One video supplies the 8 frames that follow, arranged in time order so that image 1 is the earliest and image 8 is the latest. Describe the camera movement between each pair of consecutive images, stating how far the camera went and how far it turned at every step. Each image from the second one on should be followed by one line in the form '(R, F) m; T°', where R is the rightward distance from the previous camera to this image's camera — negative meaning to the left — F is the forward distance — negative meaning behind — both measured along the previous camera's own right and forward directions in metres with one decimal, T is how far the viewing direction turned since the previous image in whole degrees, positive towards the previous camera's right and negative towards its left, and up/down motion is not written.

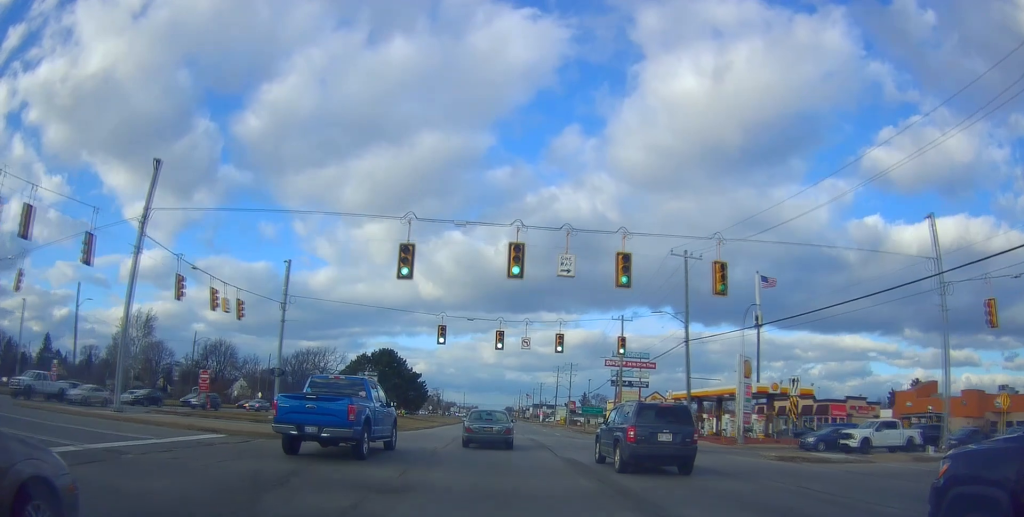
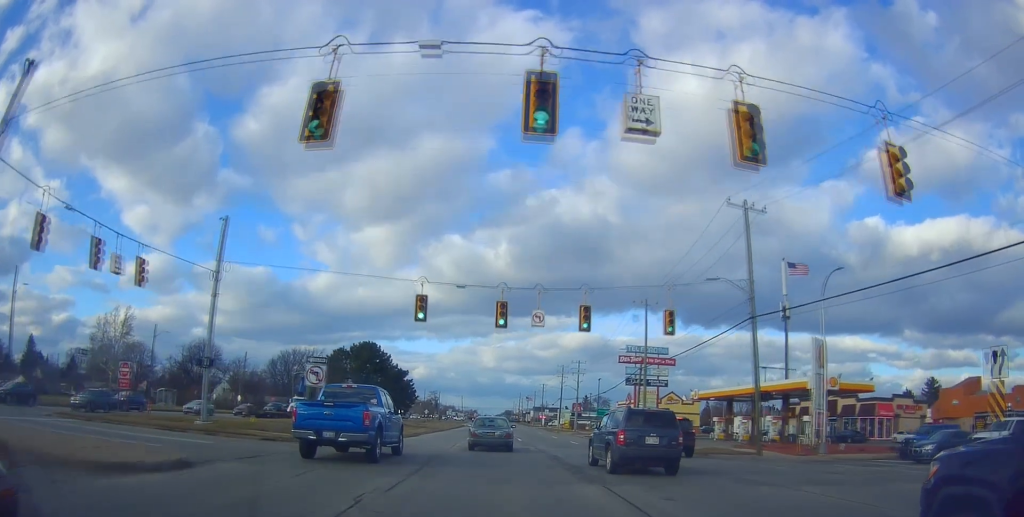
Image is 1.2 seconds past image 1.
(-0.5, +7.6) m; -6°
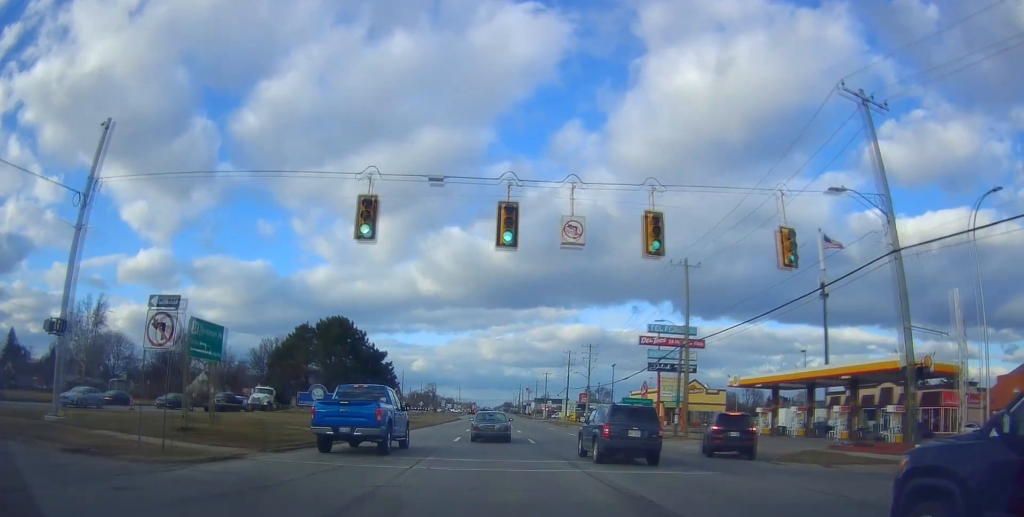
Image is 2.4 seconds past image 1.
(-0.1, +9.6) m; +1°
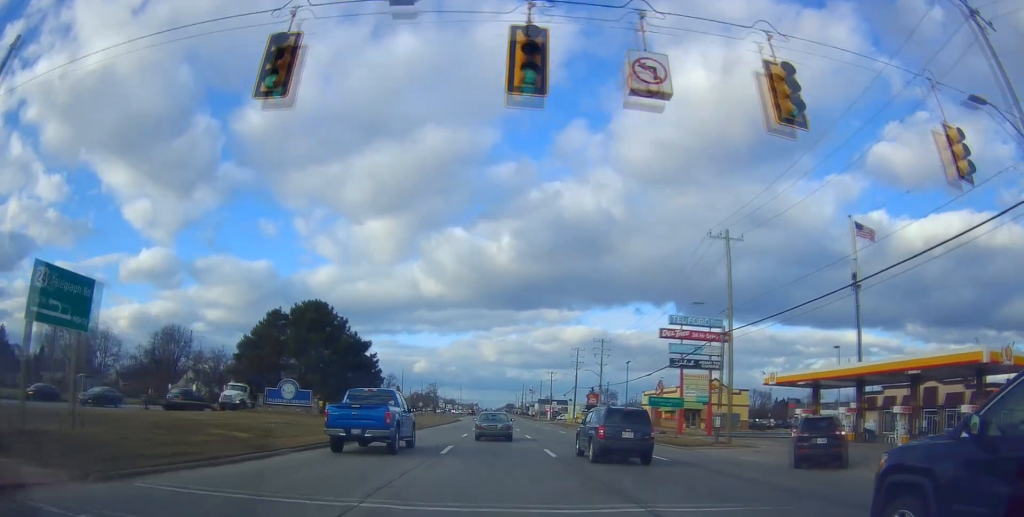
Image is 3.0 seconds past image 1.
(+0.1, +6.6) m; -2°
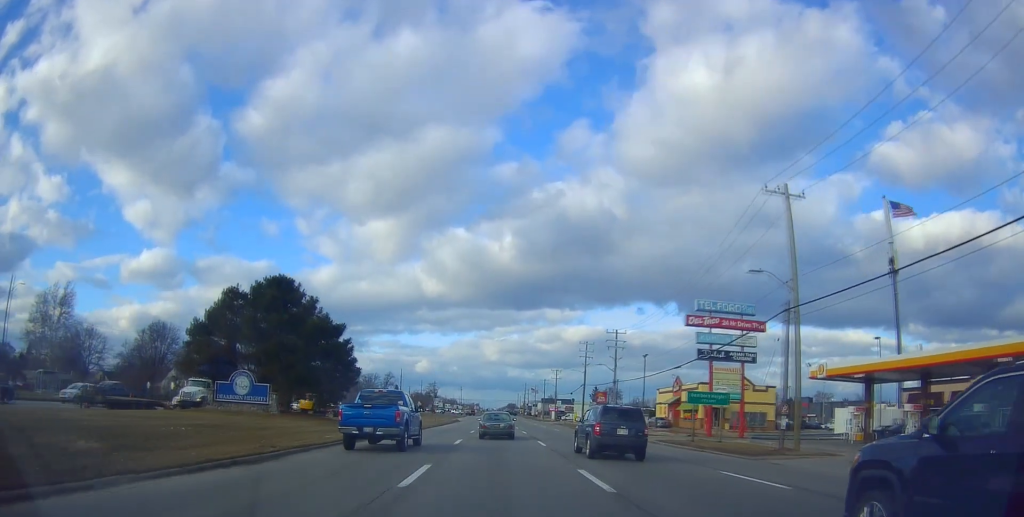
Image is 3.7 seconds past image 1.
(-0.1, +7.1) m; -1°
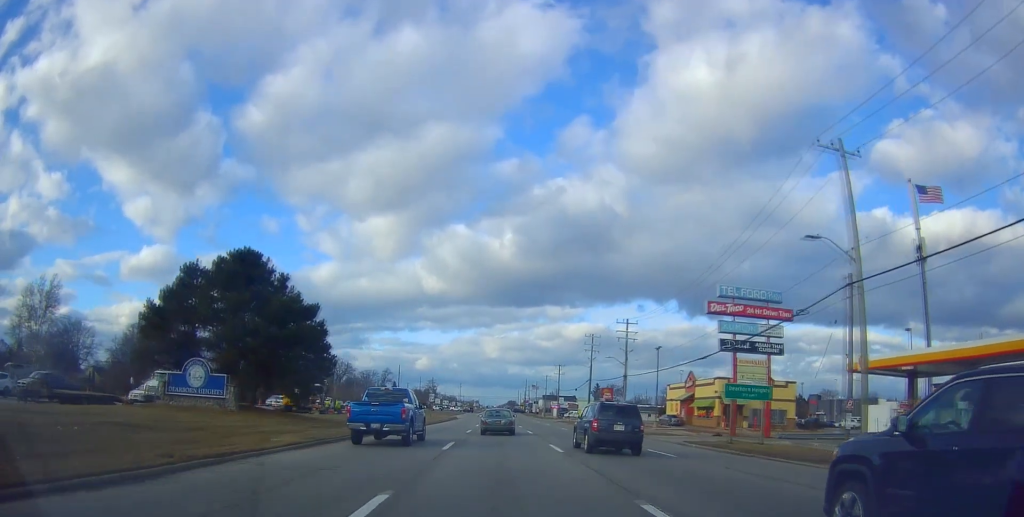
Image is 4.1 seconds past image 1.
(-0.2, +5.0) m; -1°
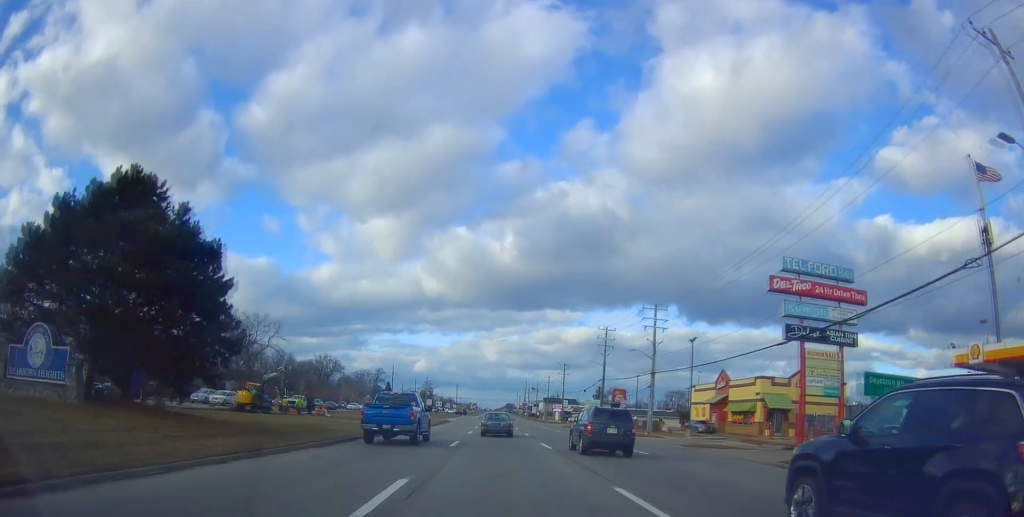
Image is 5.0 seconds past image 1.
(+0.1, +10.9) m; +1°
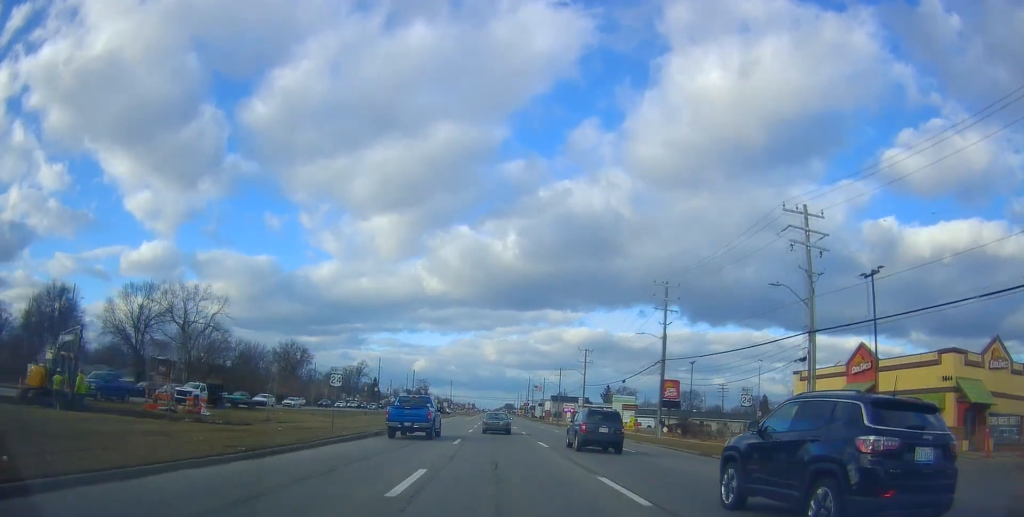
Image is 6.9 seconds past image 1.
(-0.5, +27.1) m; -3°
